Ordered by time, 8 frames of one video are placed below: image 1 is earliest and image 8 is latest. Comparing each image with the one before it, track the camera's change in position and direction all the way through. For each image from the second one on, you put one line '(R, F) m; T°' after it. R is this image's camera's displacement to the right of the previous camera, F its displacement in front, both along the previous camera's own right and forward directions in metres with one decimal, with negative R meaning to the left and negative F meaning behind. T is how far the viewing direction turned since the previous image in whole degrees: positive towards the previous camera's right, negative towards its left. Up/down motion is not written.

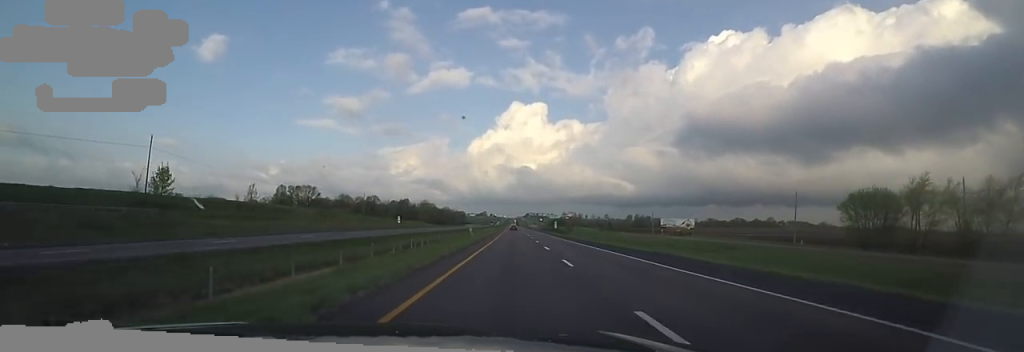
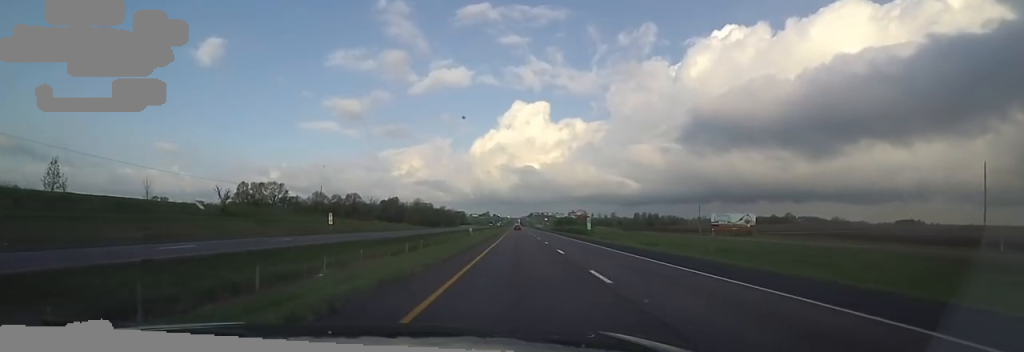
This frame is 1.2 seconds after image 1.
(+1.1, +41.0) m; +1°
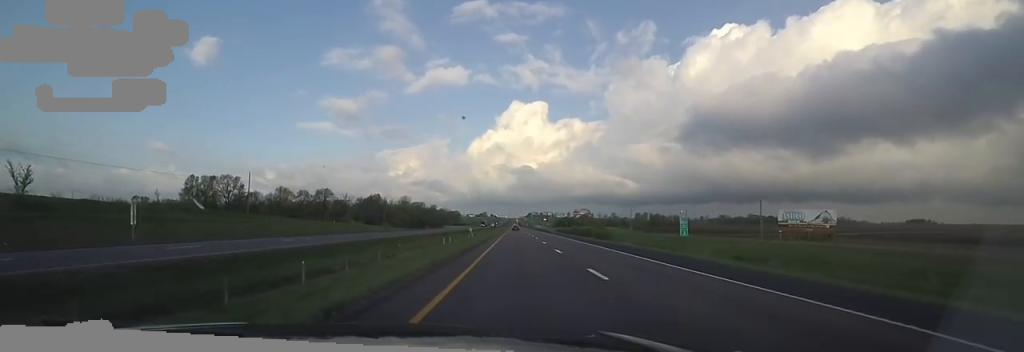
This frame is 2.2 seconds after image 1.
(-0.4, +35.1) m; -2°
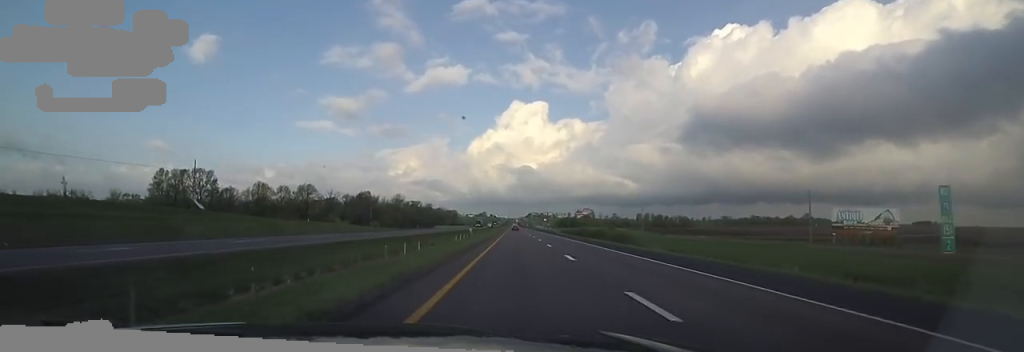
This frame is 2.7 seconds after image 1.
(-0.3, +17.6) m; -1°
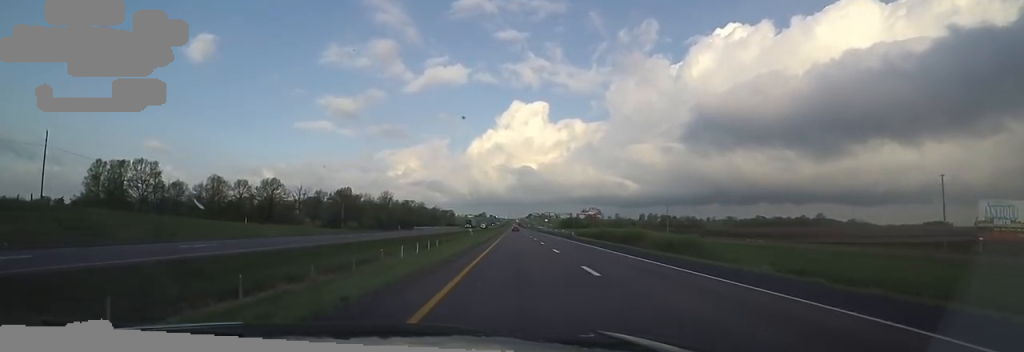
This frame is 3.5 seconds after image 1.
(0.0, +29.6) m; 0°
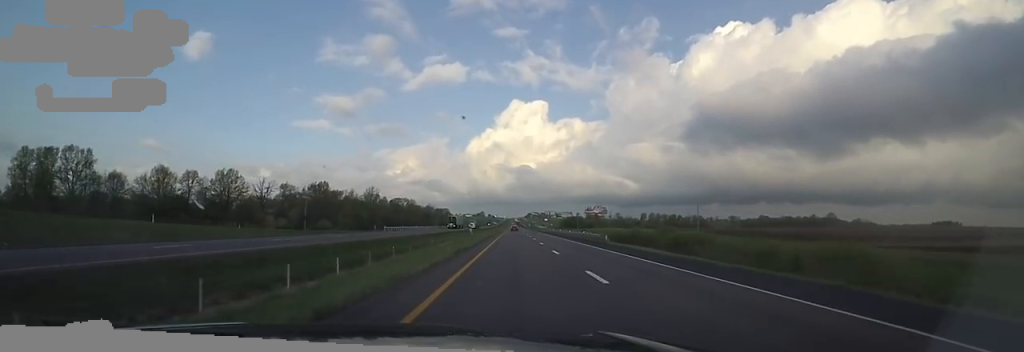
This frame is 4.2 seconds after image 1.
(0.0, +26.3) m; 0°
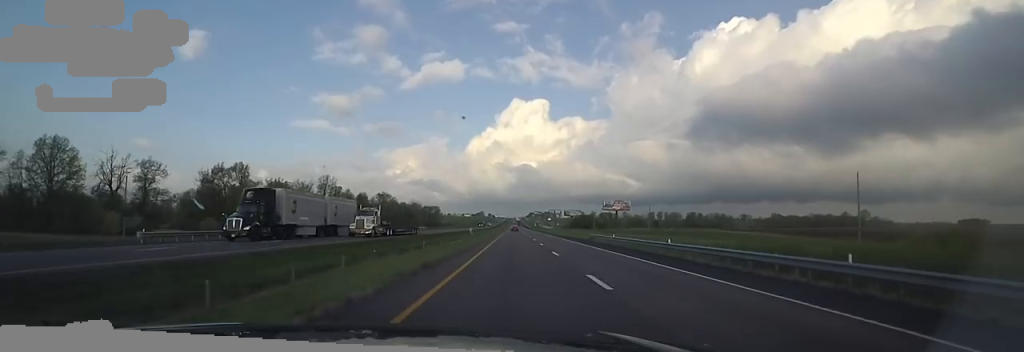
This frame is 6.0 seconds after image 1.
(0.0, +62.6) m; 0°
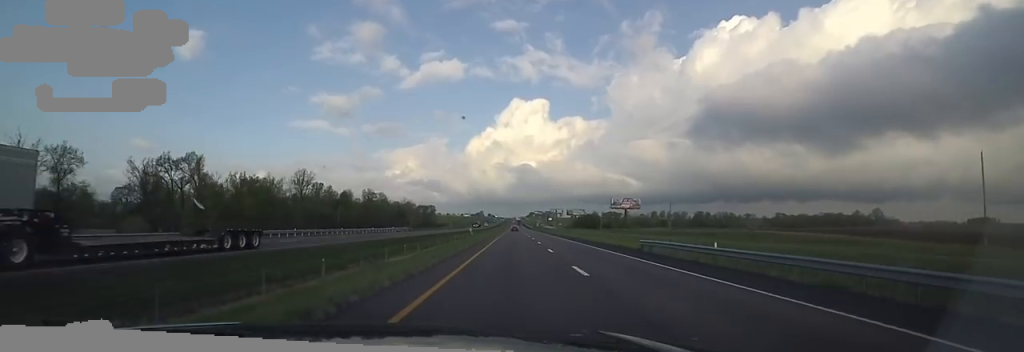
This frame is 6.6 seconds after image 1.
(0.0, +21.7) m; 0°
